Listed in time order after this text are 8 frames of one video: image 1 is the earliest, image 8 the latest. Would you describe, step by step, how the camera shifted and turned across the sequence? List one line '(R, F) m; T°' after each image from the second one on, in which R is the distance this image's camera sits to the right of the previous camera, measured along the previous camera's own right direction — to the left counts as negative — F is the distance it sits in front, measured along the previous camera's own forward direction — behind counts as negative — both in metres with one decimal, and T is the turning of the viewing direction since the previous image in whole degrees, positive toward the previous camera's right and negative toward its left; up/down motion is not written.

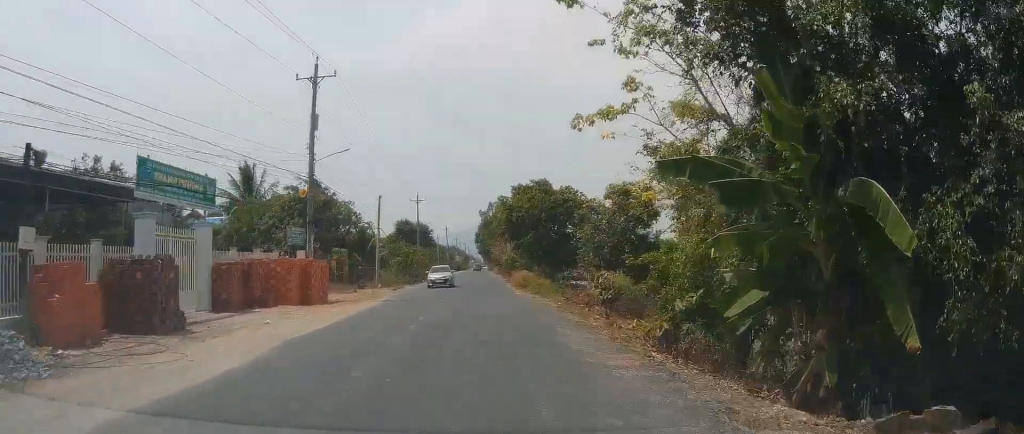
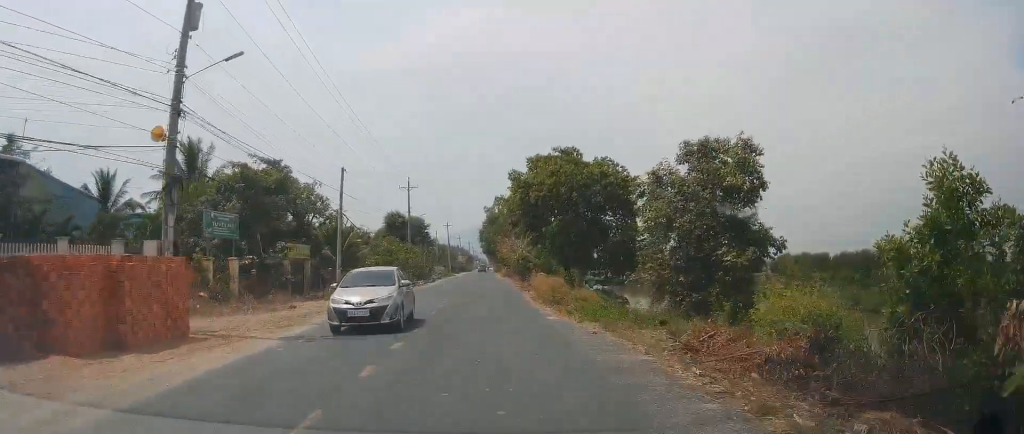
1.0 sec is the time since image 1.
(0.0, +15.0) m; -1°
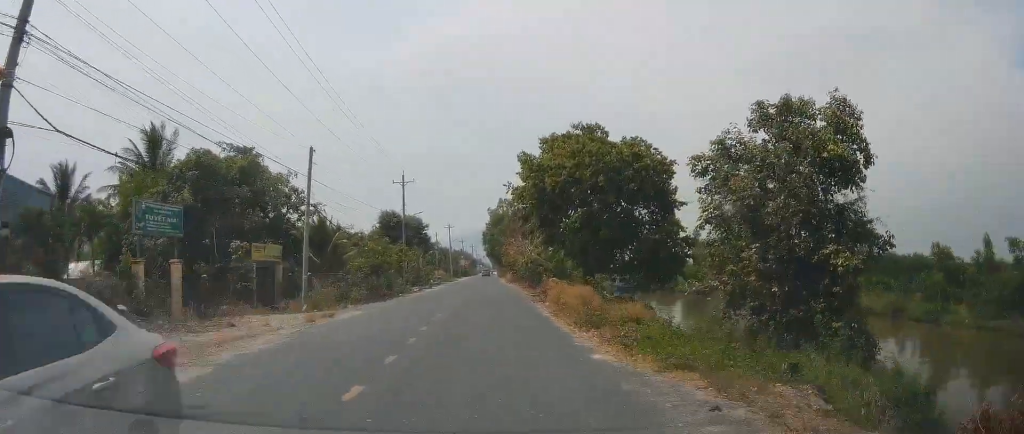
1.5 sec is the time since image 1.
(0.0, +7.3) m; -1°
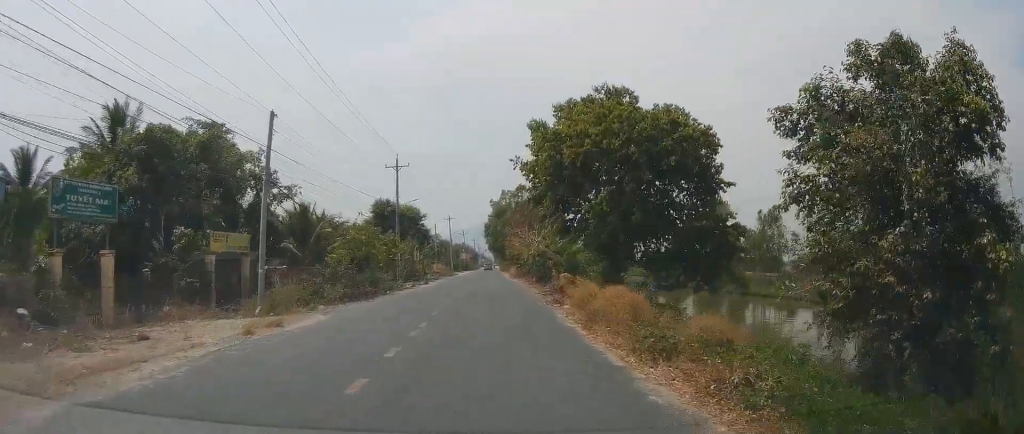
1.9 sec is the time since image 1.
(-0.1, +6.1) m; -1°
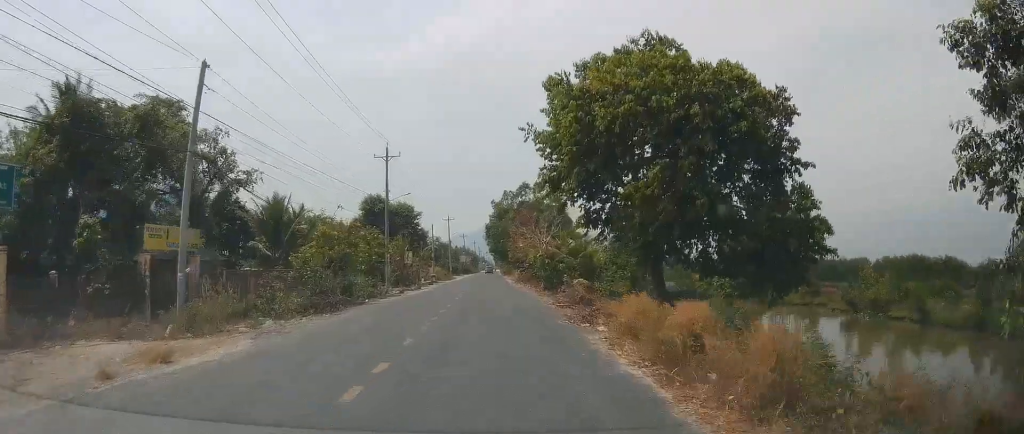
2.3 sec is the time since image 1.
(0.0, +6.8) m; -1°
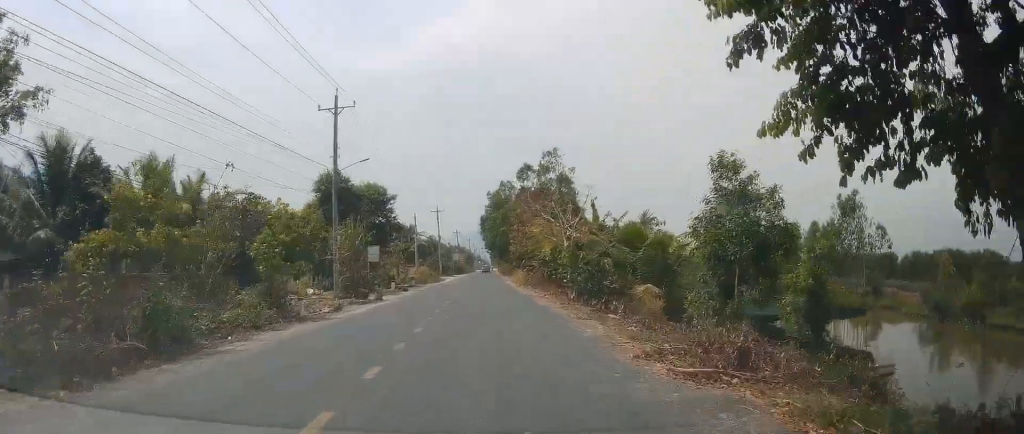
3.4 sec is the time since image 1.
(-0.2, +15.7) m; +1°
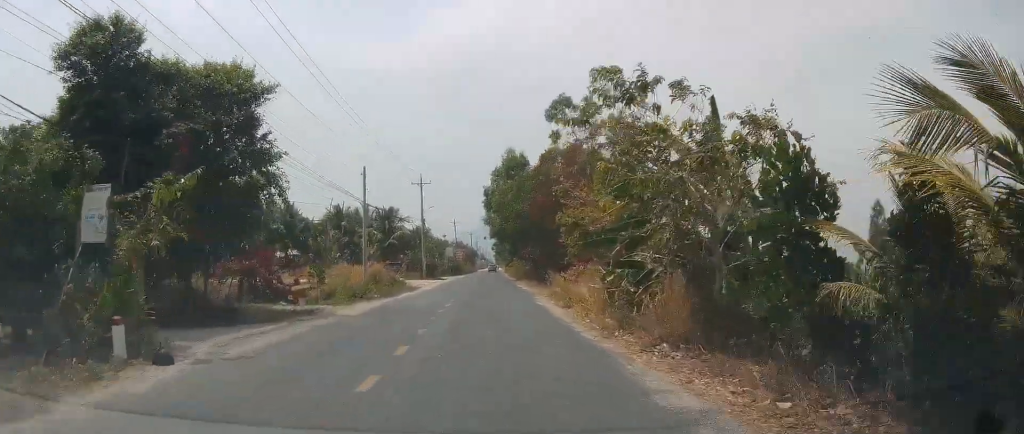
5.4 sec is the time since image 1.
(-0.1, +30.8) m; -1°
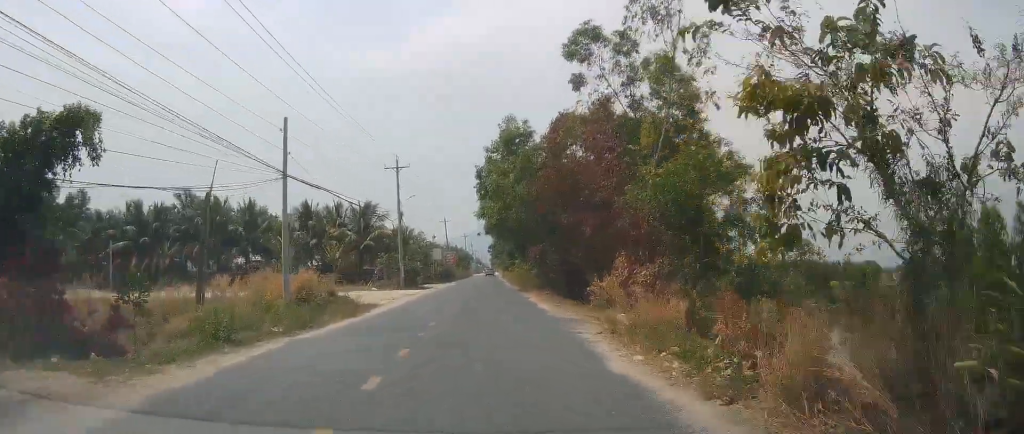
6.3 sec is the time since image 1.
(+0.2, +14.4) m; +2°
